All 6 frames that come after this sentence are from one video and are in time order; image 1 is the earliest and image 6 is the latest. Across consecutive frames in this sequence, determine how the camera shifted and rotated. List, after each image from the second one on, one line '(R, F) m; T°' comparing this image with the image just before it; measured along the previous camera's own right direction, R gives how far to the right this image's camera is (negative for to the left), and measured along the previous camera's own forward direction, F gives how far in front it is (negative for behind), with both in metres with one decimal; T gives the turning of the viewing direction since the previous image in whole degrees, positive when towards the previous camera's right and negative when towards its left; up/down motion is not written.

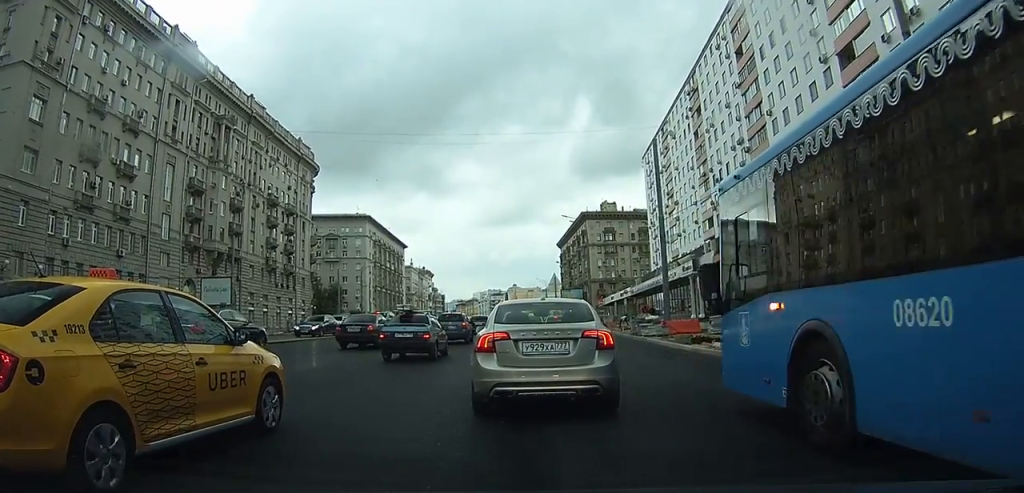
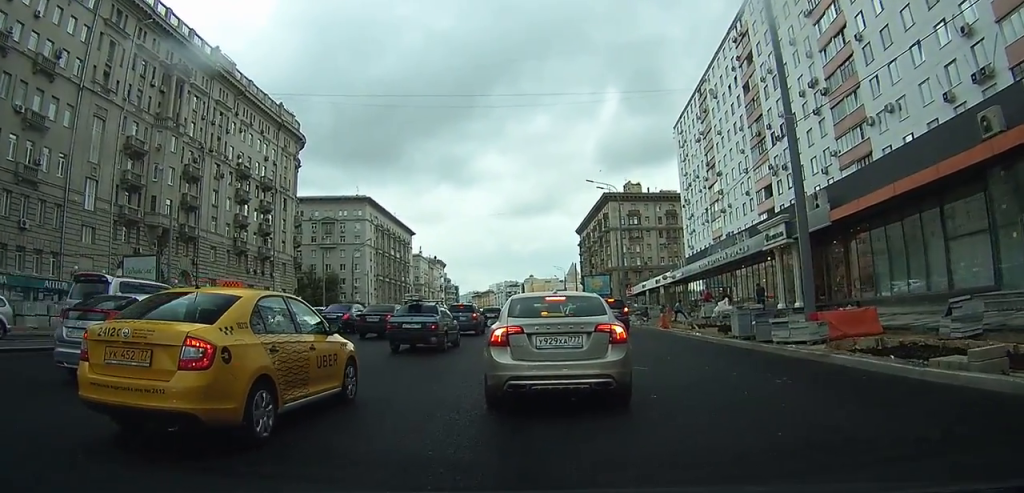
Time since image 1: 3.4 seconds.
(-0.5, +15.5) m; -5°
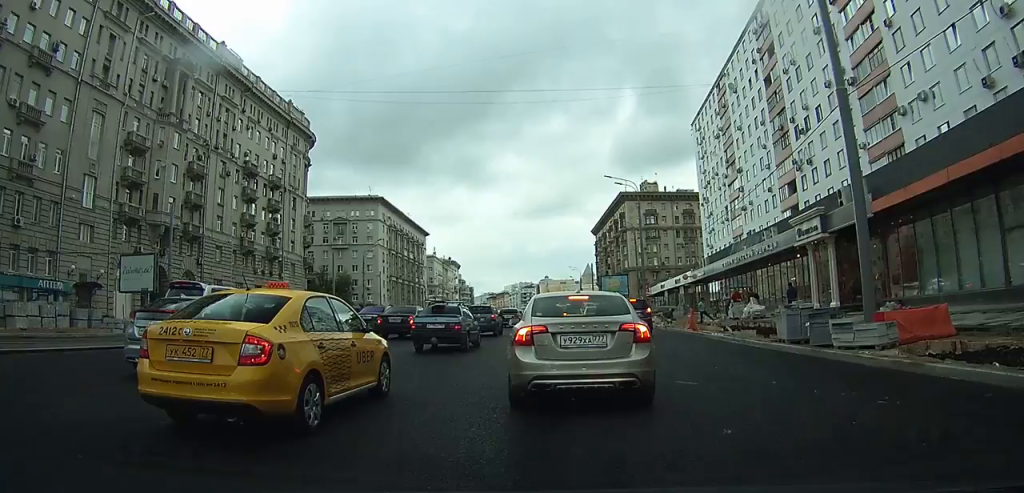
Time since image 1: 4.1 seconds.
(-0.1, +2.6) m; -1°
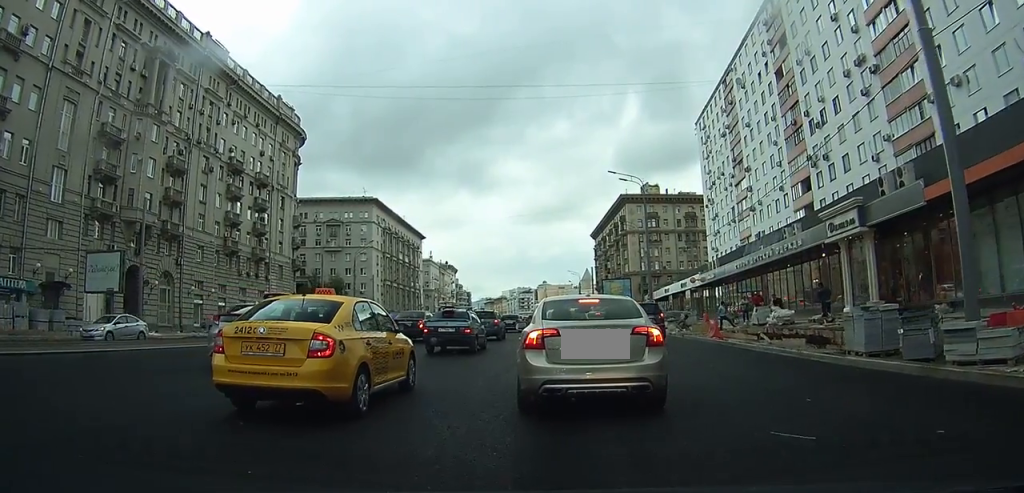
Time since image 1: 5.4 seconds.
(+0.1, +4.3) m; 0°
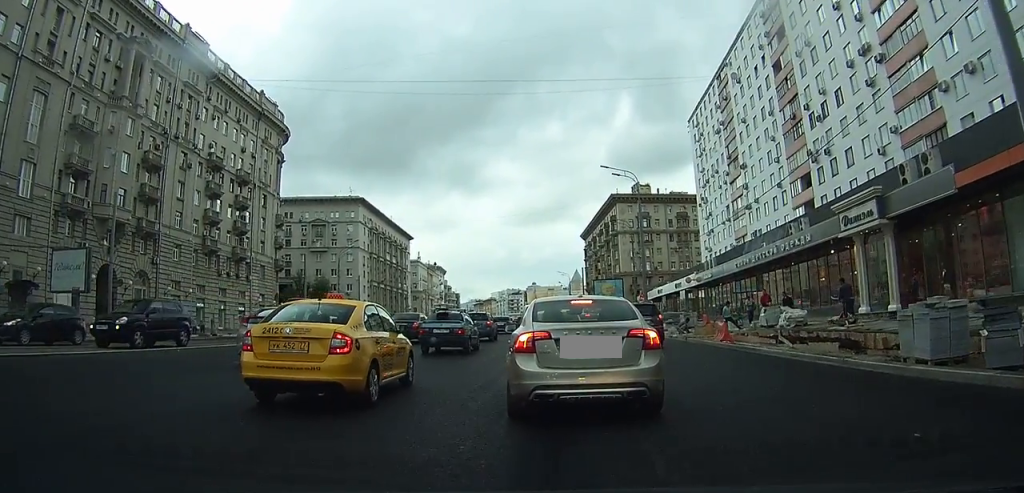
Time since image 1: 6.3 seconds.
(-0.1, +2.7) m; -2°
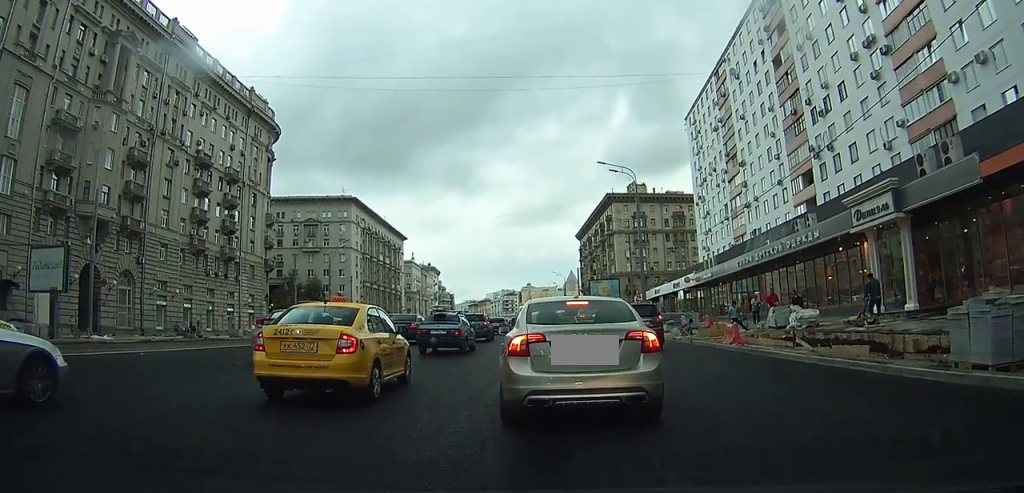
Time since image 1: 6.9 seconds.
(0.0, +1.6) m; 0°
